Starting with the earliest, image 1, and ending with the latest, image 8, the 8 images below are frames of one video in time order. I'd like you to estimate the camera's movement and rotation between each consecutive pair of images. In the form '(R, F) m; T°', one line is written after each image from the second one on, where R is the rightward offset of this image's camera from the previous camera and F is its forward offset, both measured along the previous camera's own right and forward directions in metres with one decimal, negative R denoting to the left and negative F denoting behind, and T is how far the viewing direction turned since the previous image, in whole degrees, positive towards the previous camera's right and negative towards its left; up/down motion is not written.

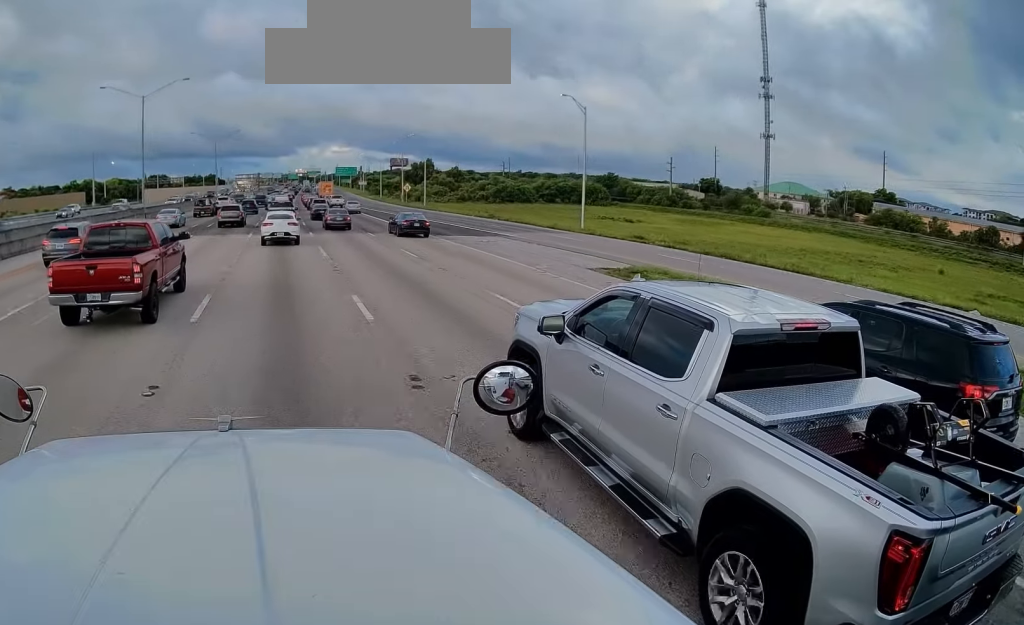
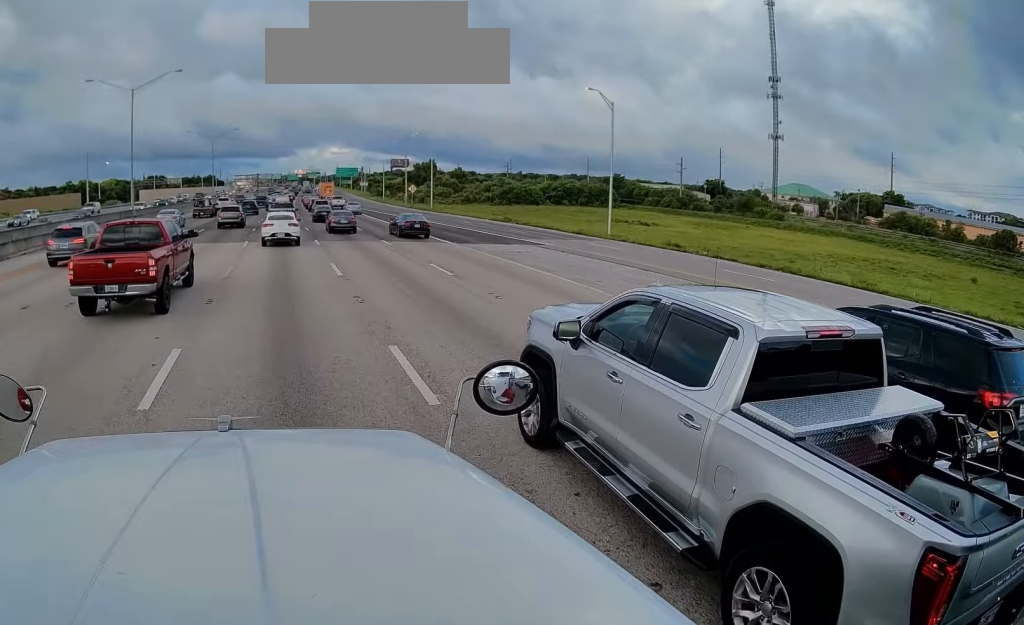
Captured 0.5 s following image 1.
(0.0, +5.5) m; -1°
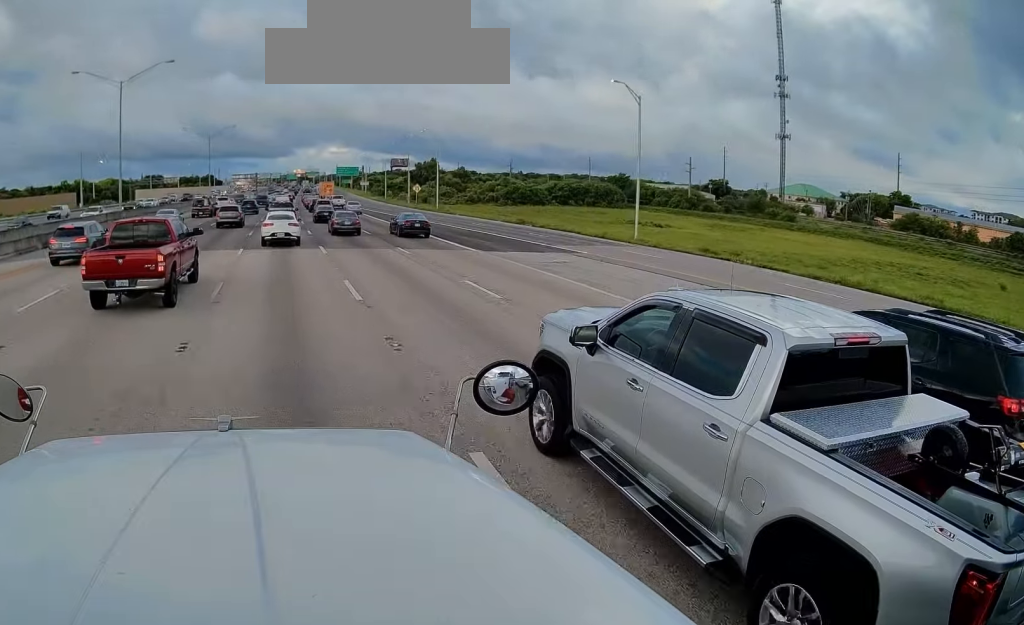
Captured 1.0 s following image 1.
(0.0, +4.9) m; -1°
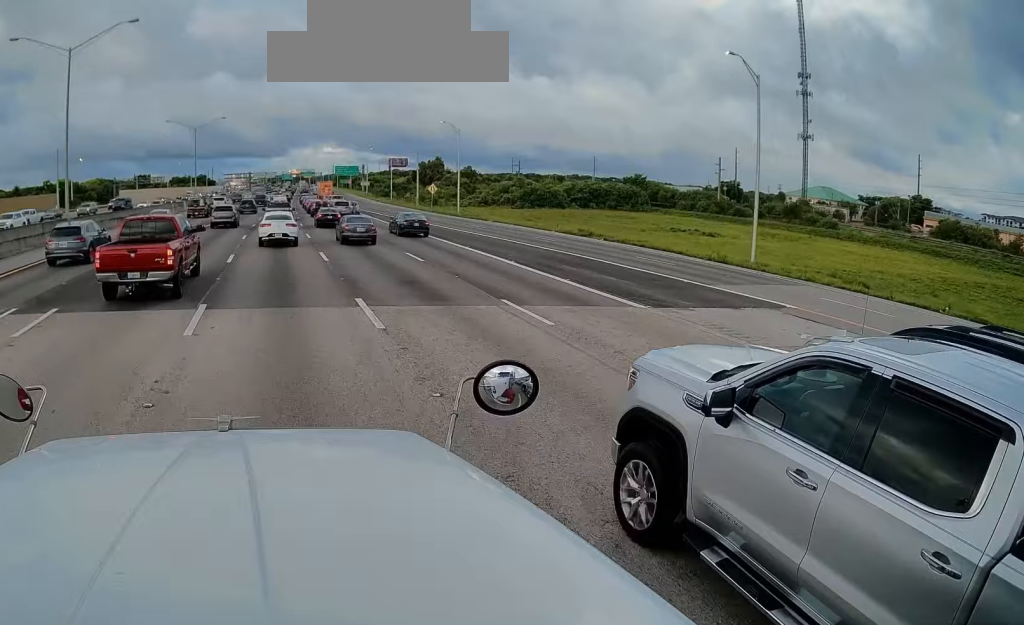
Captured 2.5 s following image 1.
(-0.1, +17.0) m; +1°
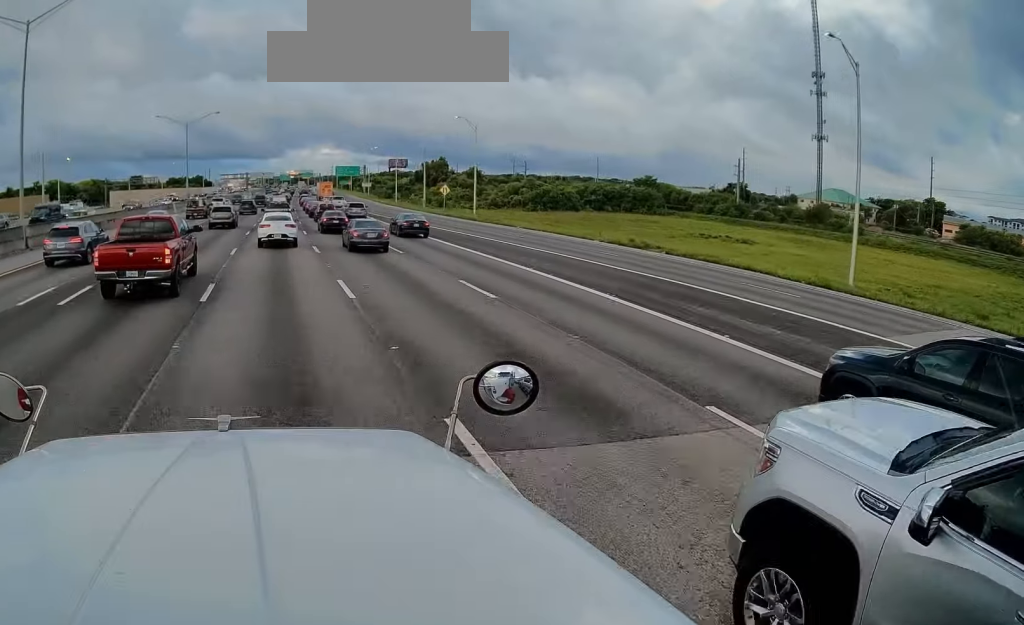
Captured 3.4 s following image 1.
(+0.1, +9.1) m; 0°
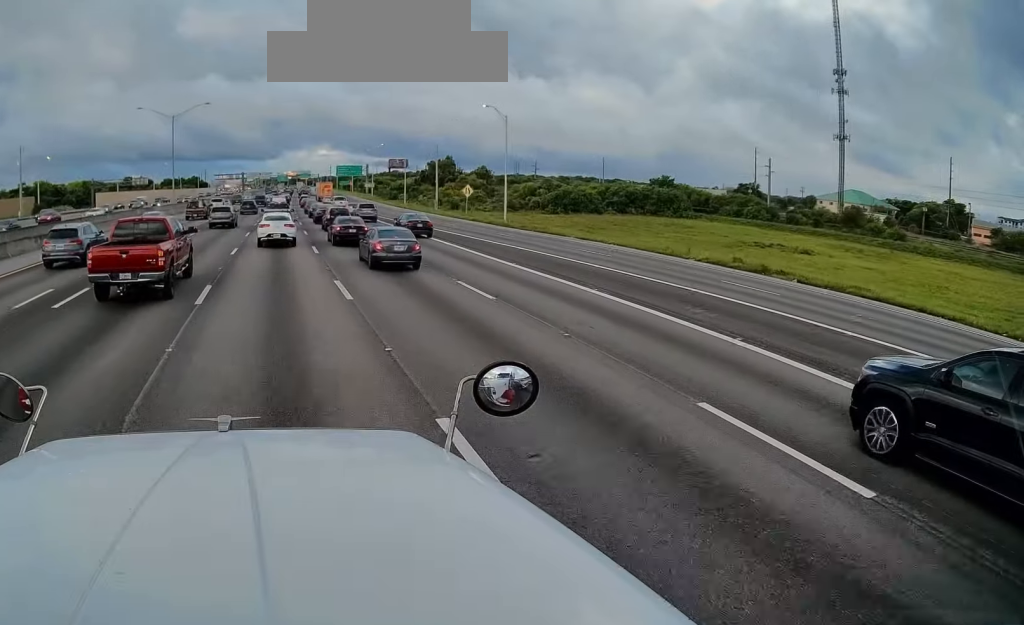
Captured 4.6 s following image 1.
(-0.1, +12.7) m; 0°
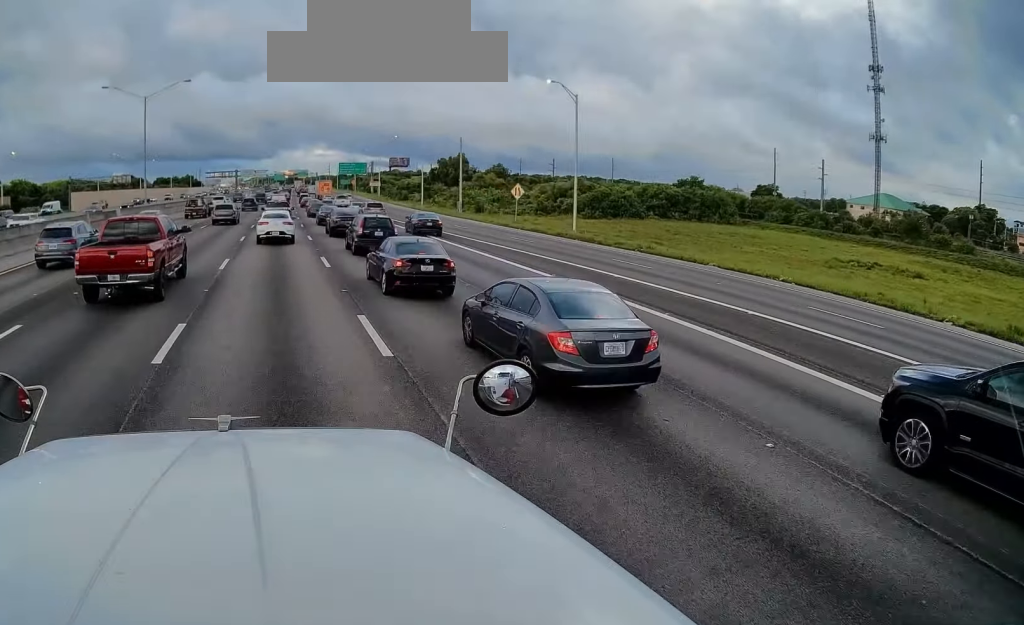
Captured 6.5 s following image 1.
(+0.5, +18.2) m; +3°
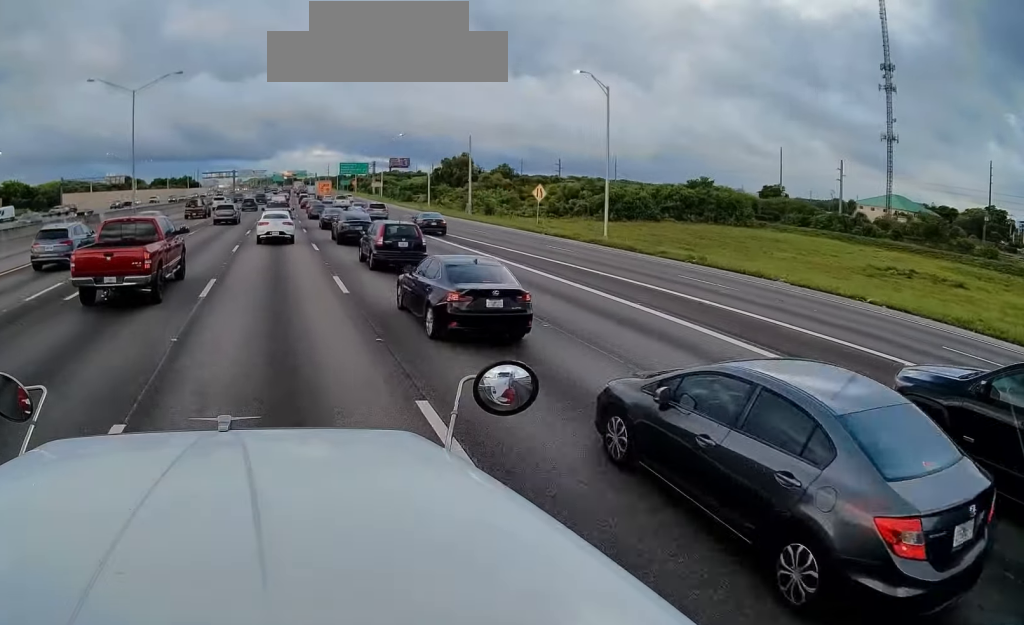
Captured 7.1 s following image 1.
(0.0, +5.4) m; 0°
